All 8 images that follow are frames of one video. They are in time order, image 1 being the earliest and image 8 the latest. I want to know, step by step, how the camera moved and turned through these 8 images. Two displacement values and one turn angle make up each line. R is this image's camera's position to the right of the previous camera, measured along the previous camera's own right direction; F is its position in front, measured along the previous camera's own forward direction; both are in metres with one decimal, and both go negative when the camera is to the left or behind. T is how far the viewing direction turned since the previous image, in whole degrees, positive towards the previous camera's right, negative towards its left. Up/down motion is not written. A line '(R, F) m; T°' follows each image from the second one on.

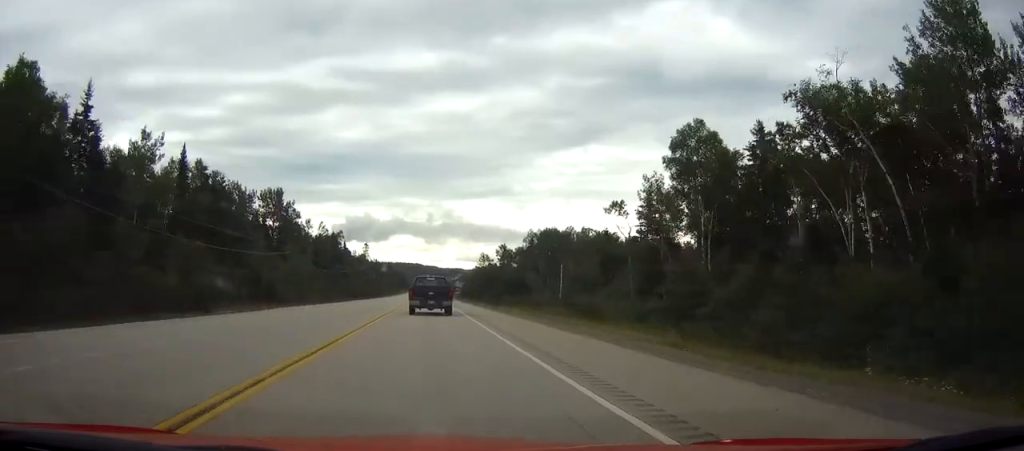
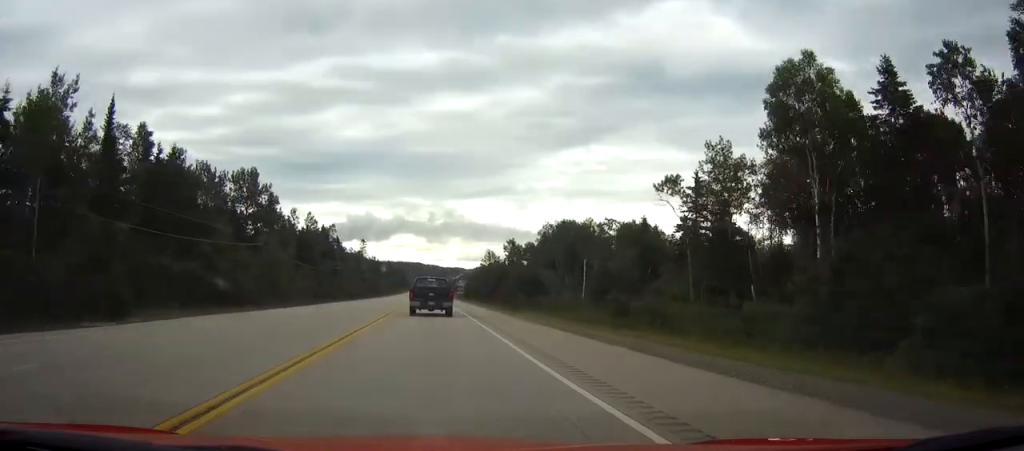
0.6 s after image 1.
(+0.1, +17.7) m; 0°
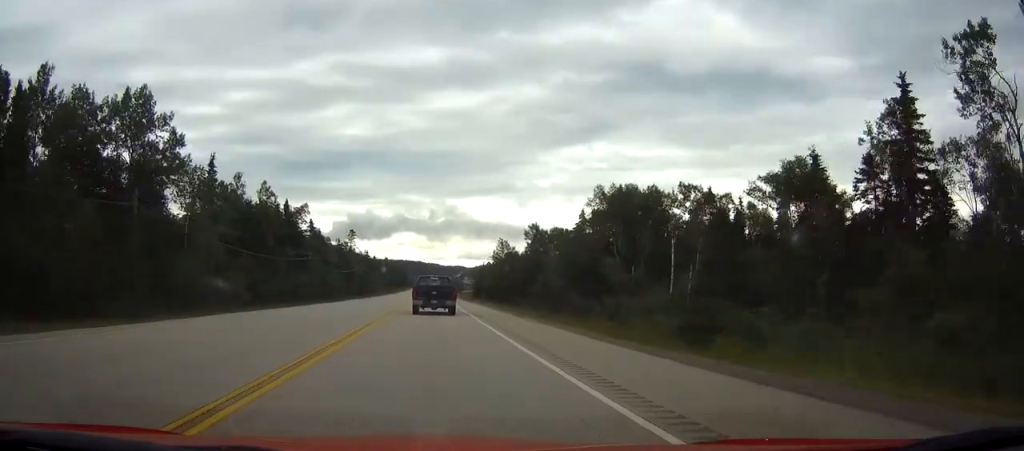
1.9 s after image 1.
(-0.2, +39.3) m; 0°
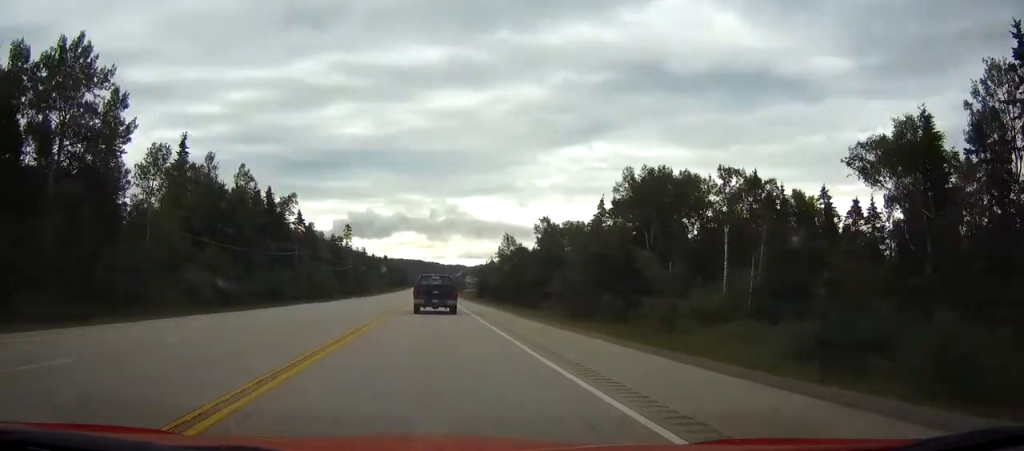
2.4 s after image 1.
(0.0, +12.8) m; 0°
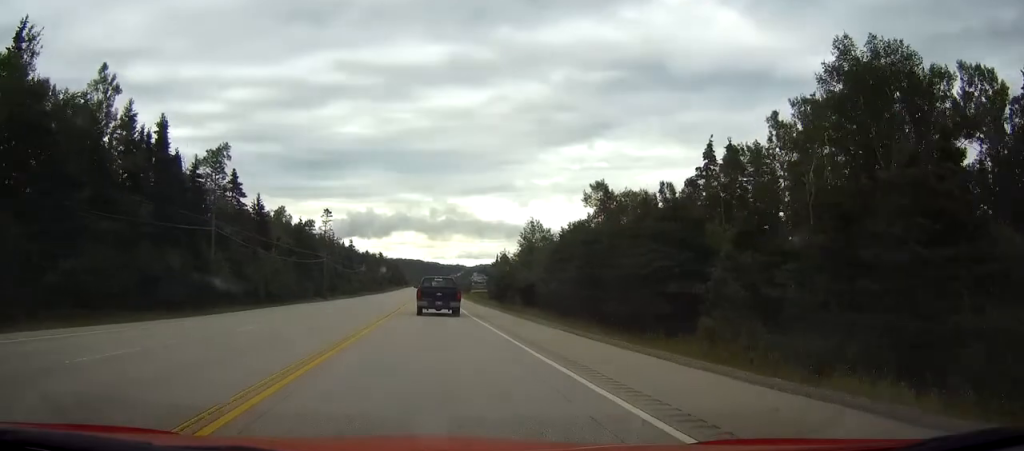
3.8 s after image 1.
(-0.1, +42.2) m; 0°
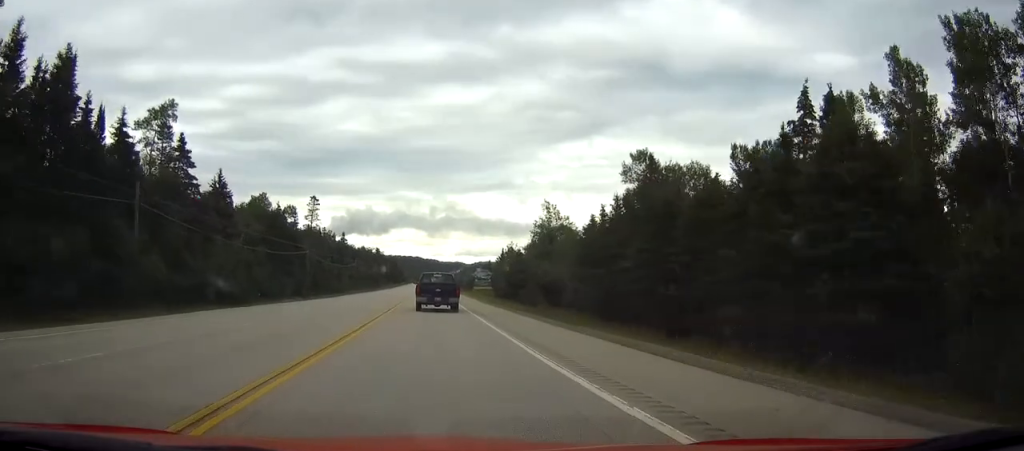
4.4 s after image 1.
(0.0, +18.5) m; 0°
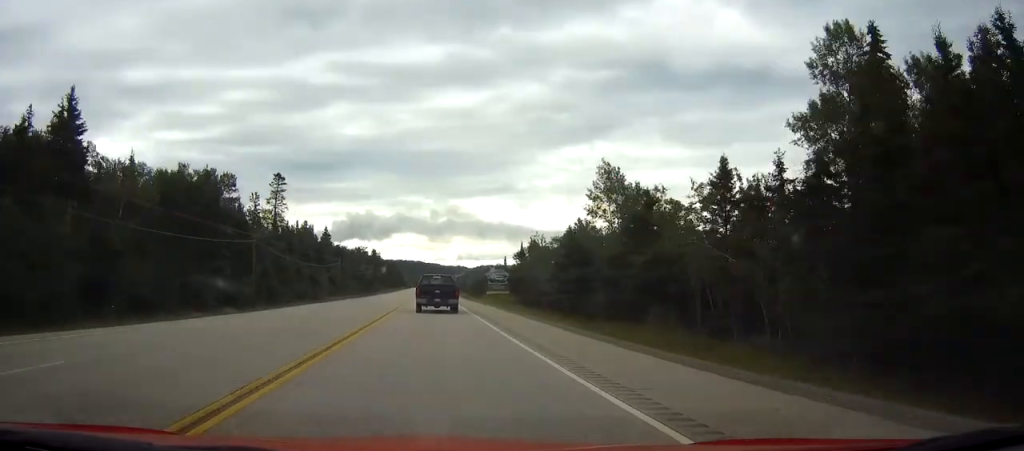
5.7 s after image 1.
(+0.1, +37.8) m; 0°
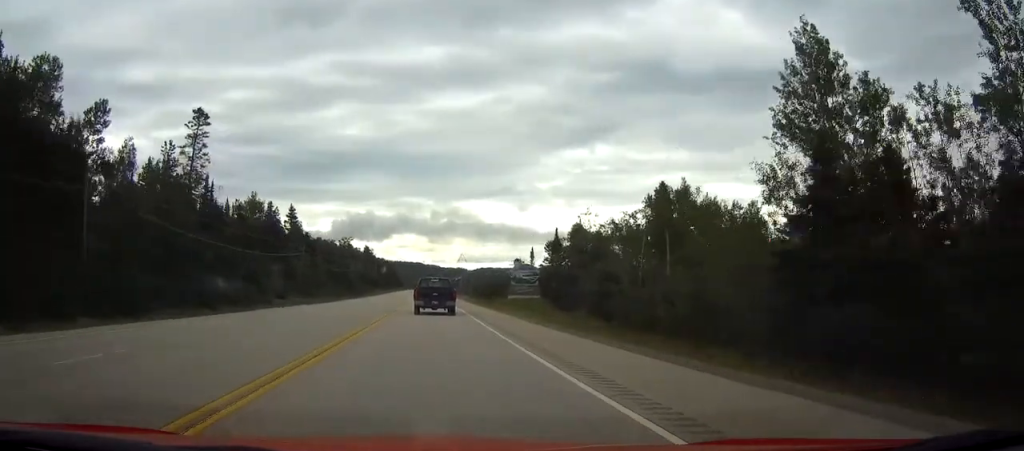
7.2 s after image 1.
(-0.3, +43.5) m; 0°
